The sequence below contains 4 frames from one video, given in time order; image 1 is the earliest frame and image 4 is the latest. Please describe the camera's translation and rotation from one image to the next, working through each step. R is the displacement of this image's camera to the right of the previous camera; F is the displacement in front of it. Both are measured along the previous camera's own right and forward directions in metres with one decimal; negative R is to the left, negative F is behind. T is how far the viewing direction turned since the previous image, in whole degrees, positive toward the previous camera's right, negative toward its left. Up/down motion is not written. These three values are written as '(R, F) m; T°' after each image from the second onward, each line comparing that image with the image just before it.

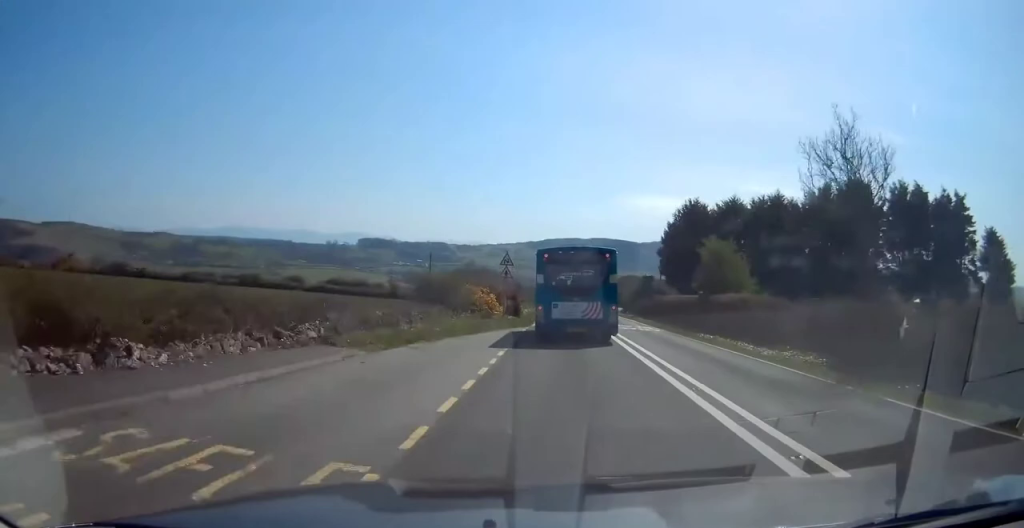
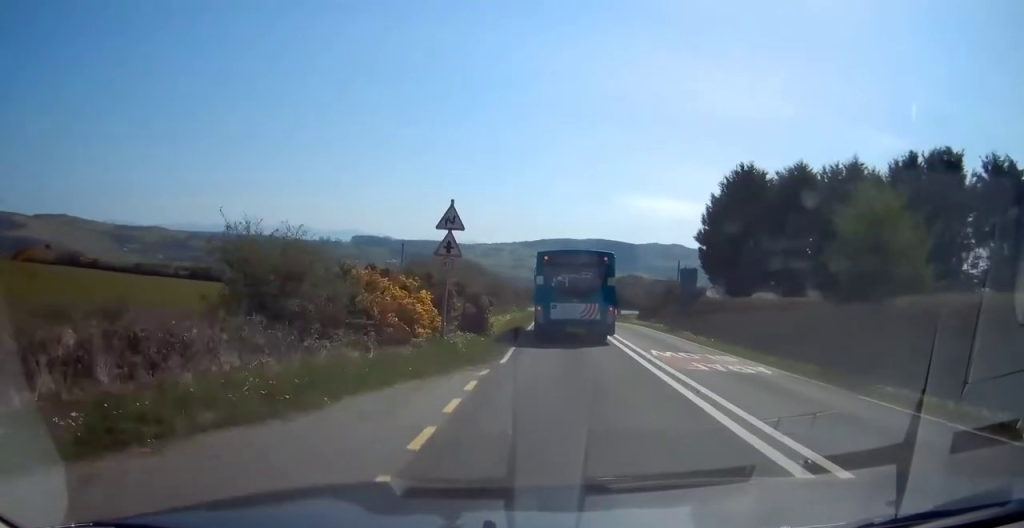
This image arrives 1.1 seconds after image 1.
(-0.4, +18.2) m; 0°
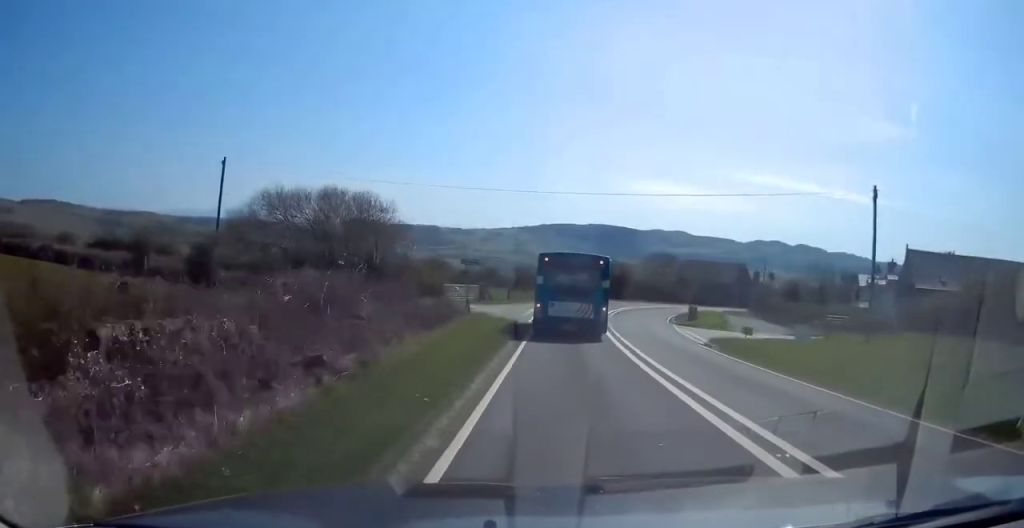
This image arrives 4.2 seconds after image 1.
(+0.3, +54.9) m; +1°
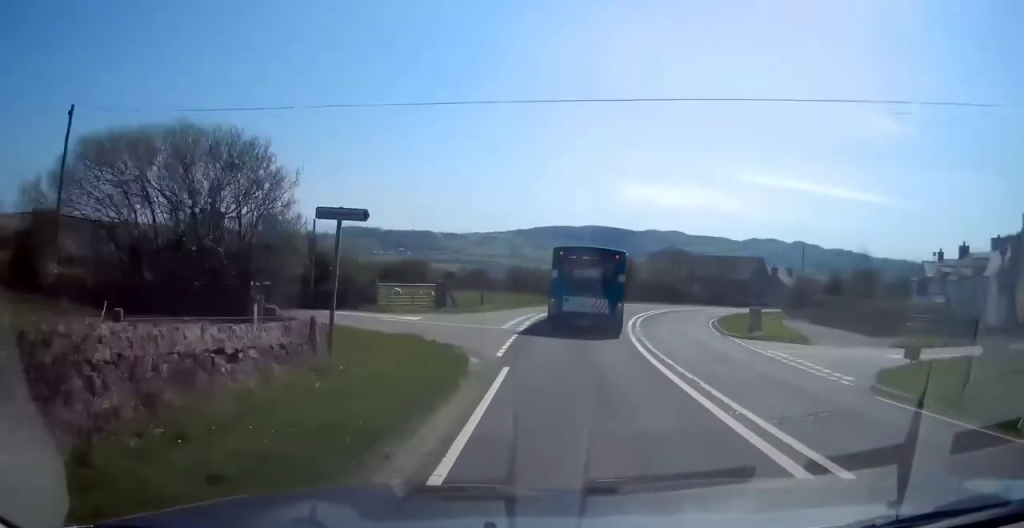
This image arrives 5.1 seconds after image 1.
(0.0, +15.5) m; +7°
